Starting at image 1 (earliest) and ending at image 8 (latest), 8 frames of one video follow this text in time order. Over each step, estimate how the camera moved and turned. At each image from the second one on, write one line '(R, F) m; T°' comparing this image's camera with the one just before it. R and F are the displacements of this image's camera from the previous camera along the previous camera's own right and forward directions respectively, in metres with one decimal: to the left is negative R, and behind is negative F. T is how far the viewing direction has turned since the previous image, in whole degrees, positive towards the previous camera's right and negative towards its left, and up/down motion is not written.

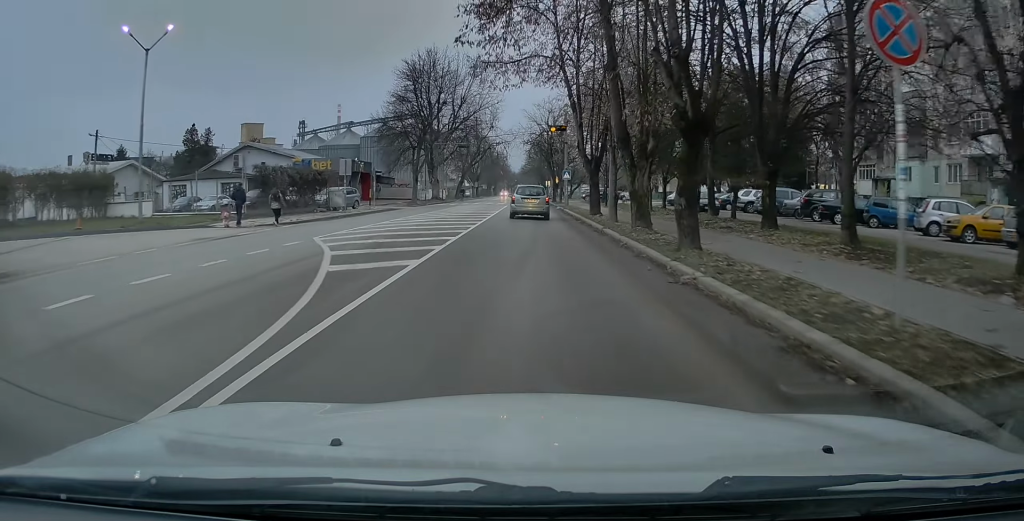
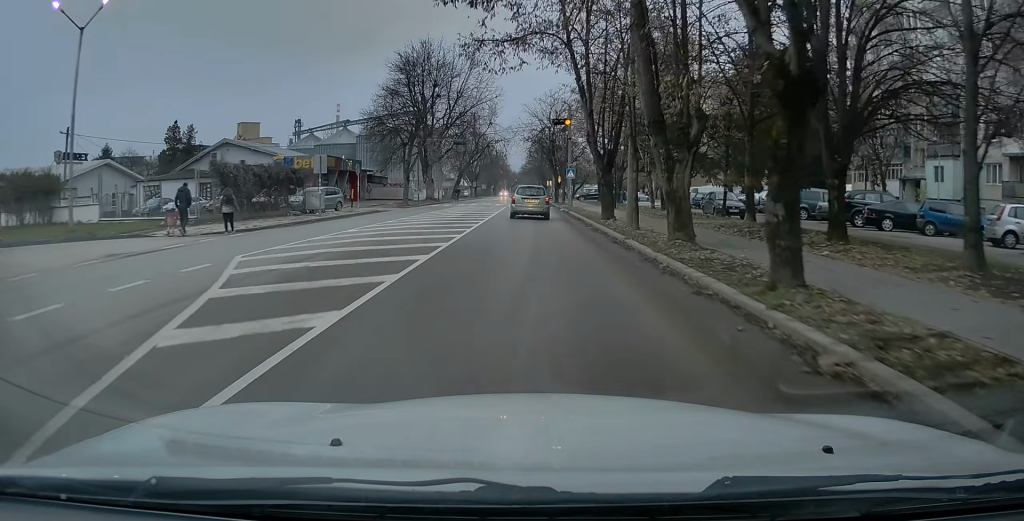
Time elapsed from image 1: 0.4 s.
(-0.1, +4.4) m; 0°
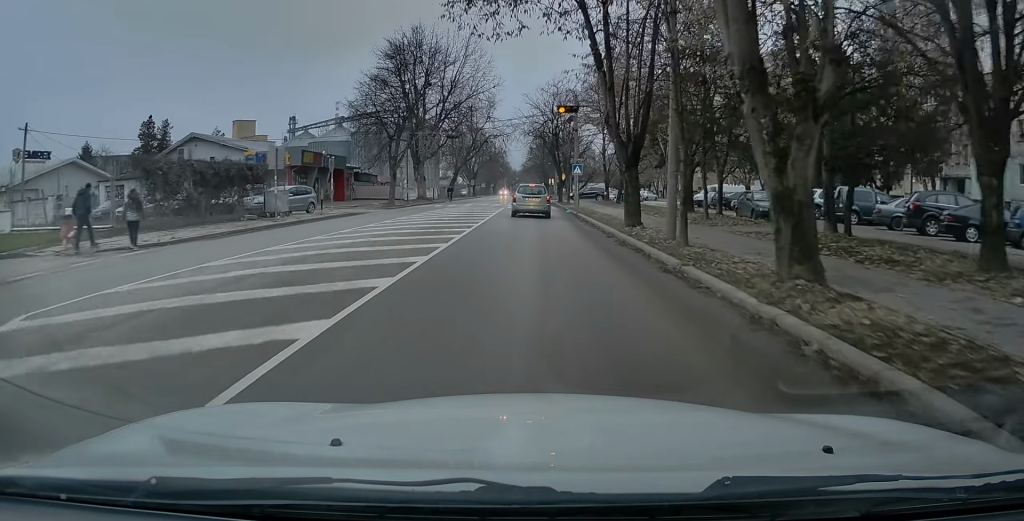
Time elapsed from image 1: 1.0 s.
(-0.1, +5.7) m; 0°
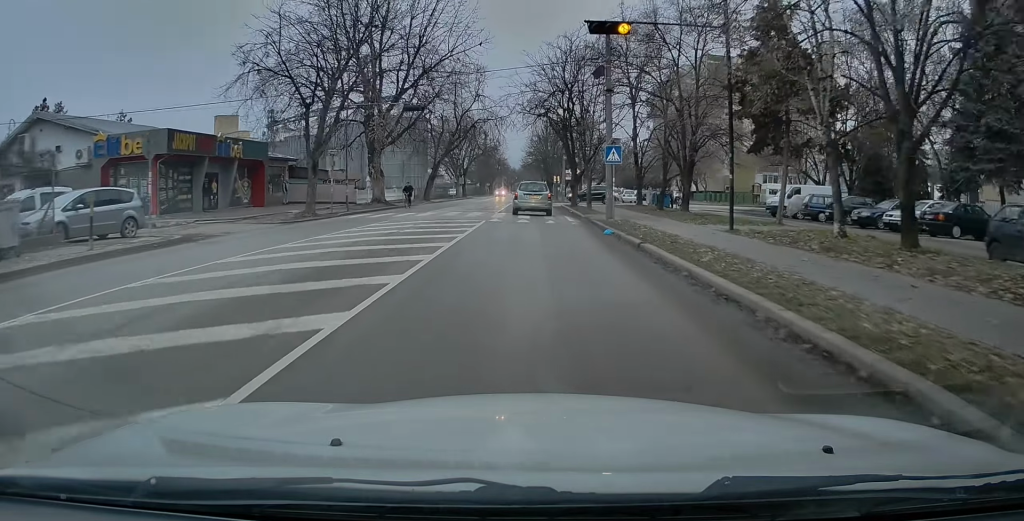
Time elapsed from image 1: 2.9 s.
(+0.9, +18.6) m; +3°
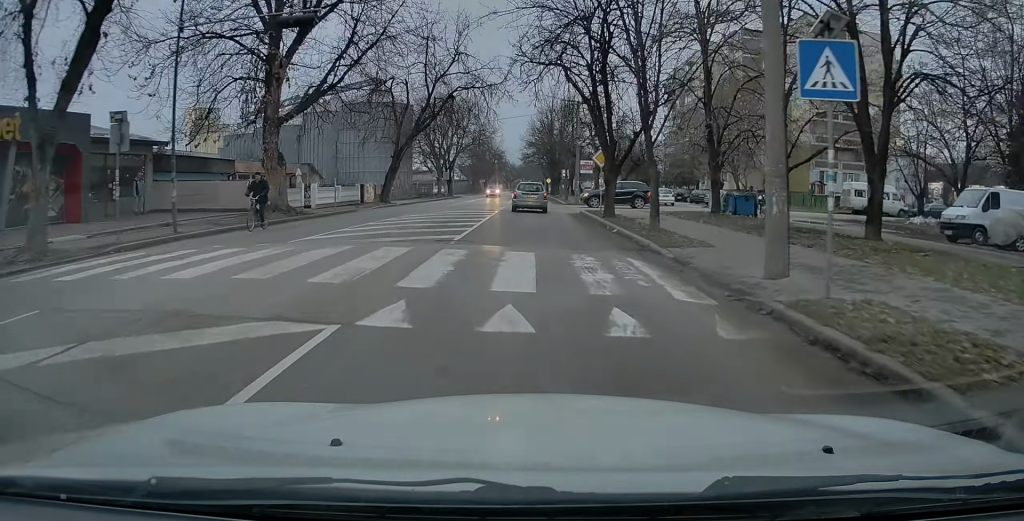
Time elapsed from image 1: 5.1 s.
(-0.2, +18.7) m; -2°
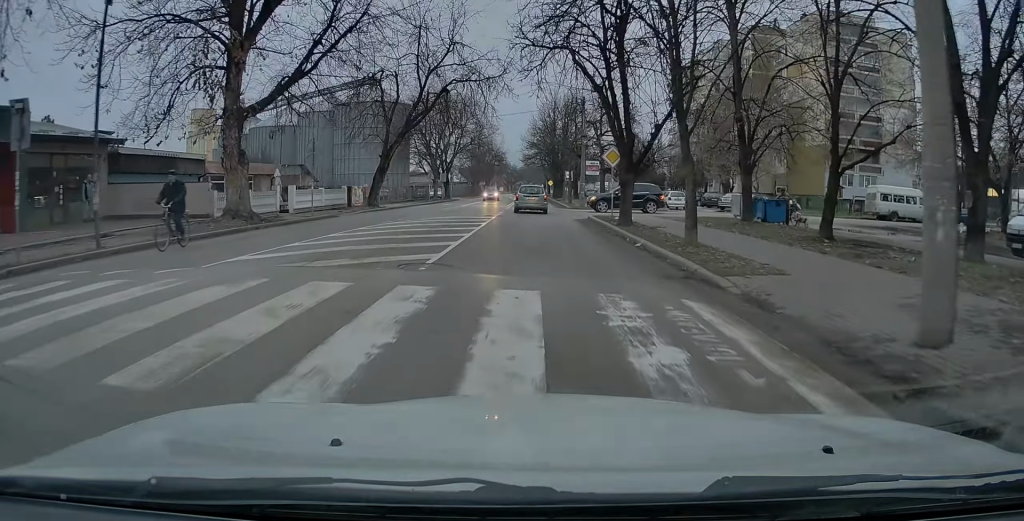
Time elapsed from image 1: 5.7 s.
(-0.1, +3.8) m; -2°
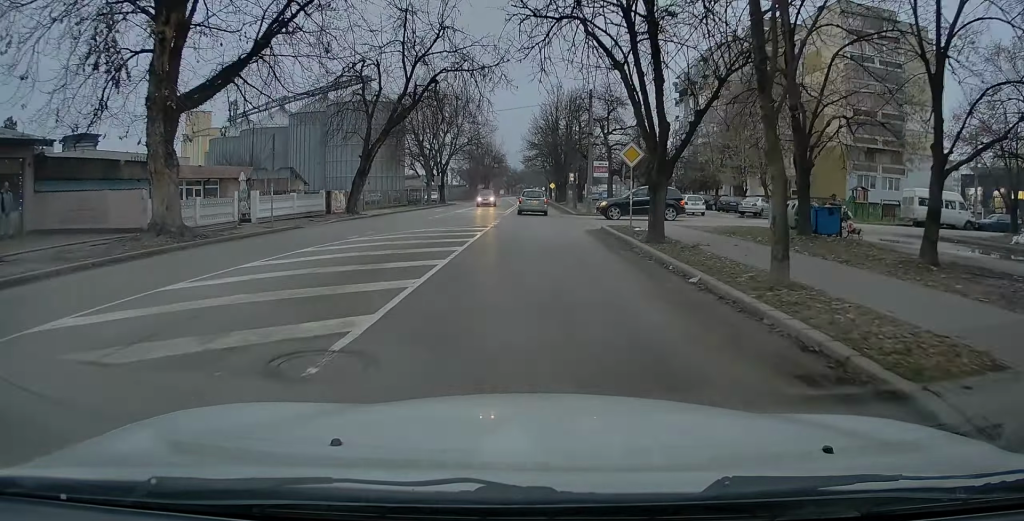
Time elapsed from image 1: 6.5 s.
(-0.1, +4.8) m; -2°
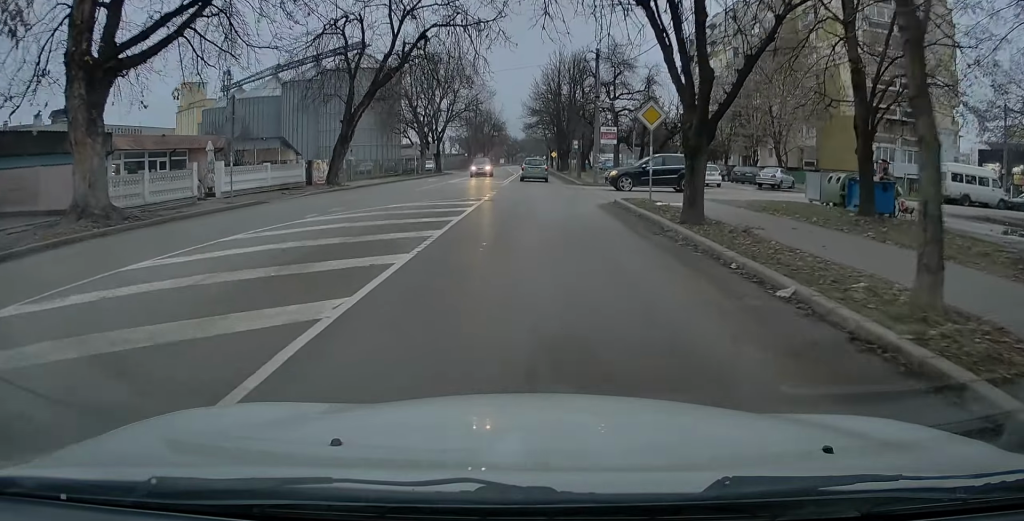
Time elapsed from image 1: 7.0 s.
(0.0, +3.4) m; -1°
